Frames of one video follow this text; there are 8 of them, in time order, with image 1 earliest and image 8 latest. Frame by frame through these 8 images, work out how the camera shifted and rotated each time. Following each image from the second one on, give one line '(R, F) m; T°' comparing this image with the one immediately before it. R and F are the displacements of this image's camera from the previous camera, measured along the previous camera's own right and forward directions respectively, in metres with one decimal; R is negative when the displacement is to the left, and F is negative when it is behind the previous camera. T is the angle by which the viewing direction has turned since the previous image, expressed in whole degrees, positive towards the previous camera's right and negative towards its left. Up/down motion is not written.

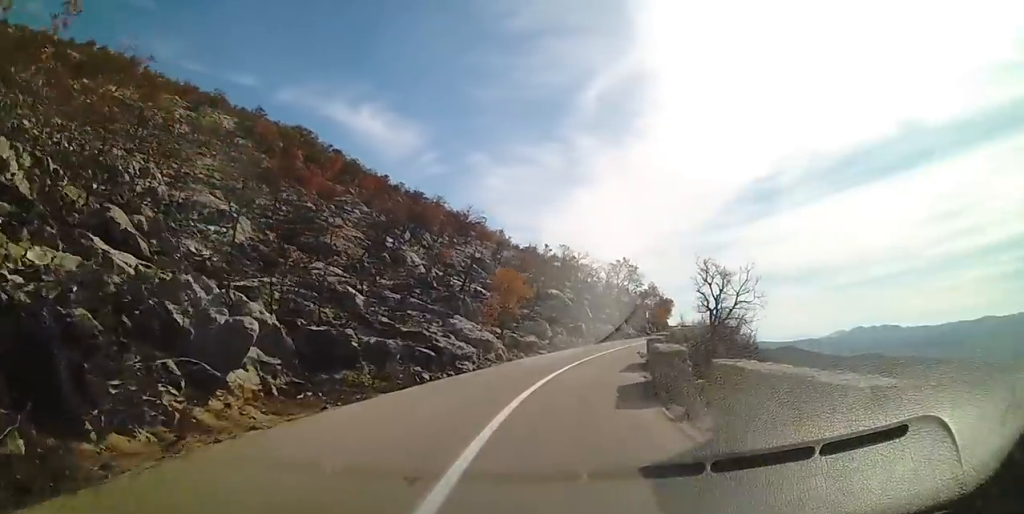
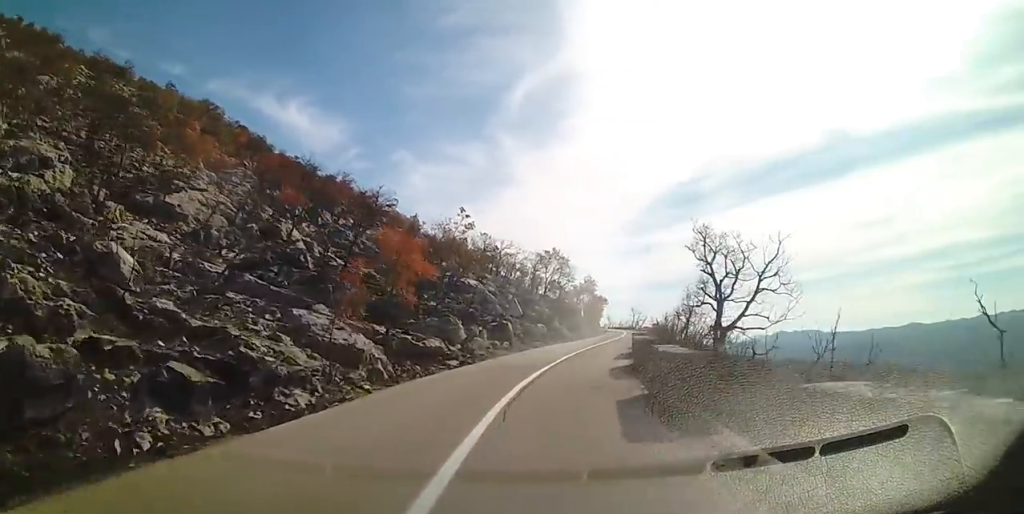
(+0.6, +10.0) m; +6°
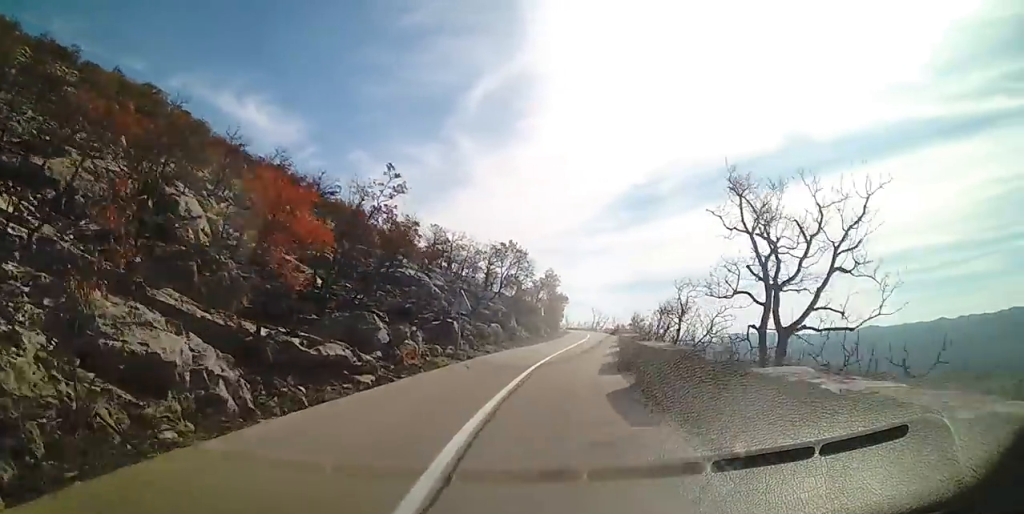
(+0.2, +6.4) m; +4°
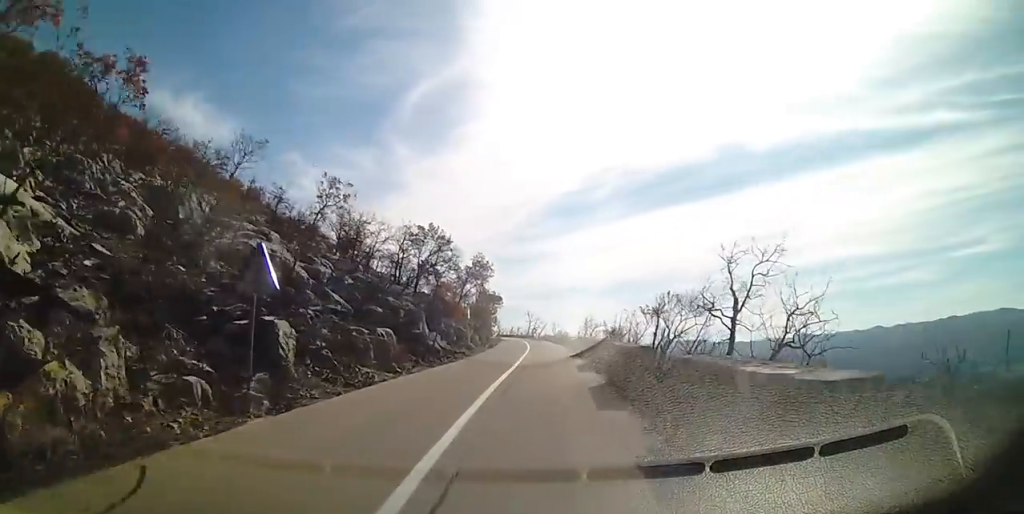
(+0.7, +13.0) m; +4°
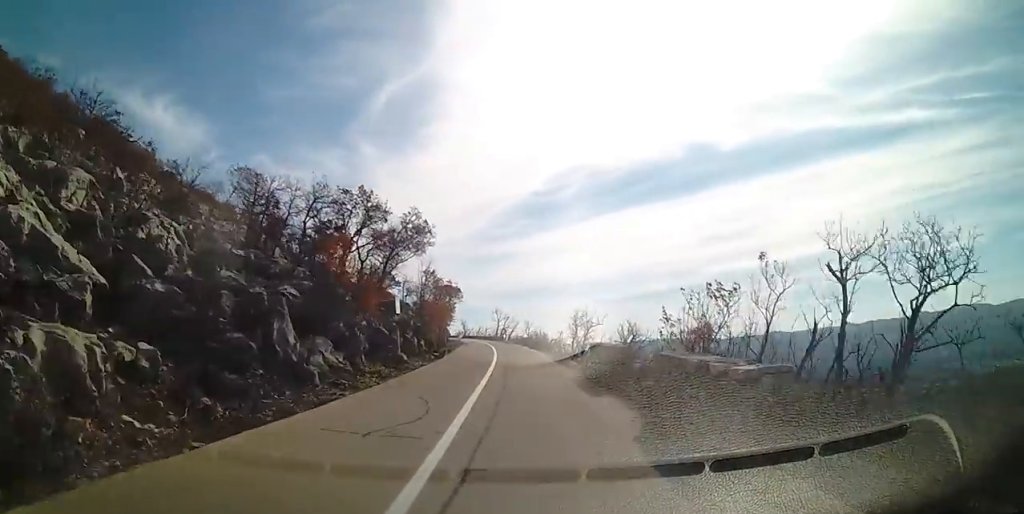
(+0.3, +13.6) m; +2°
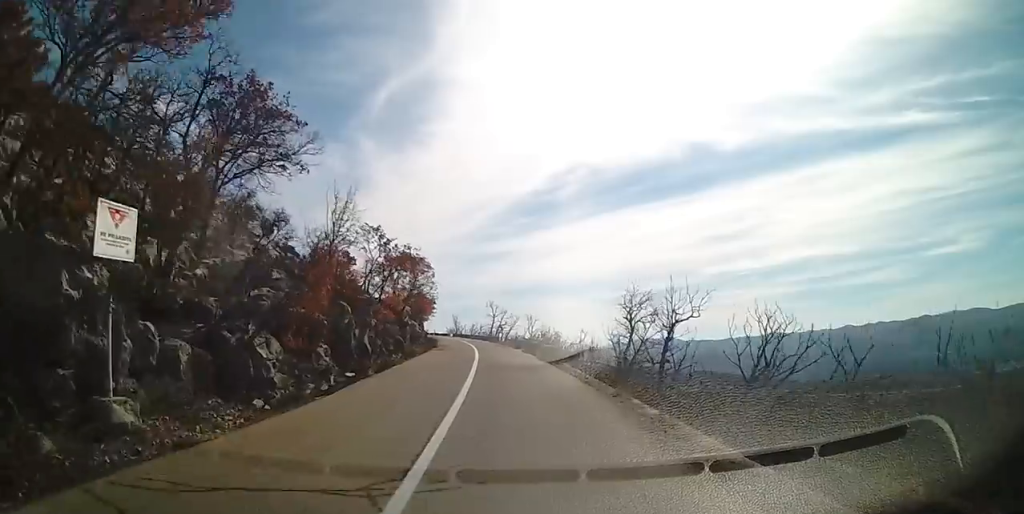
(+0.3, +16.8) m; +1°
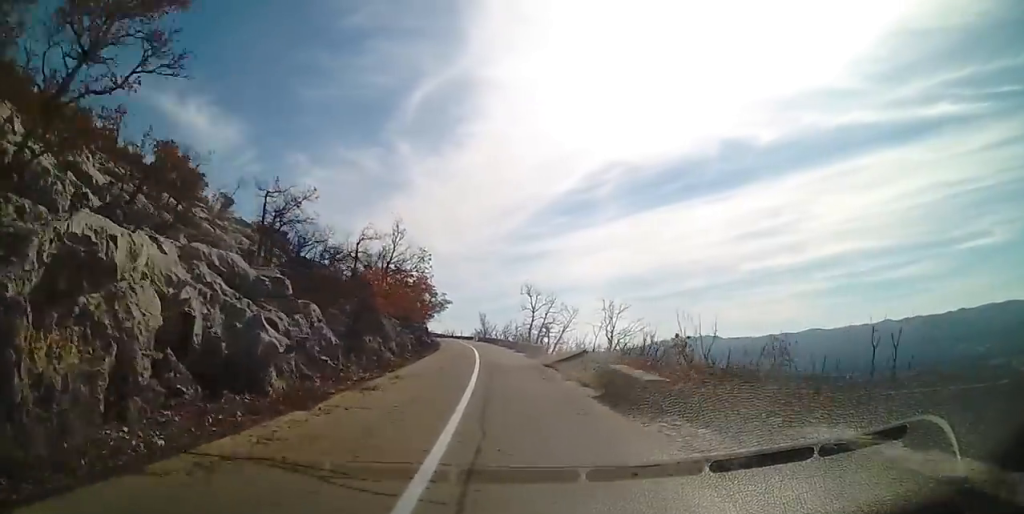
(-0.3, +26.8) m; -3°
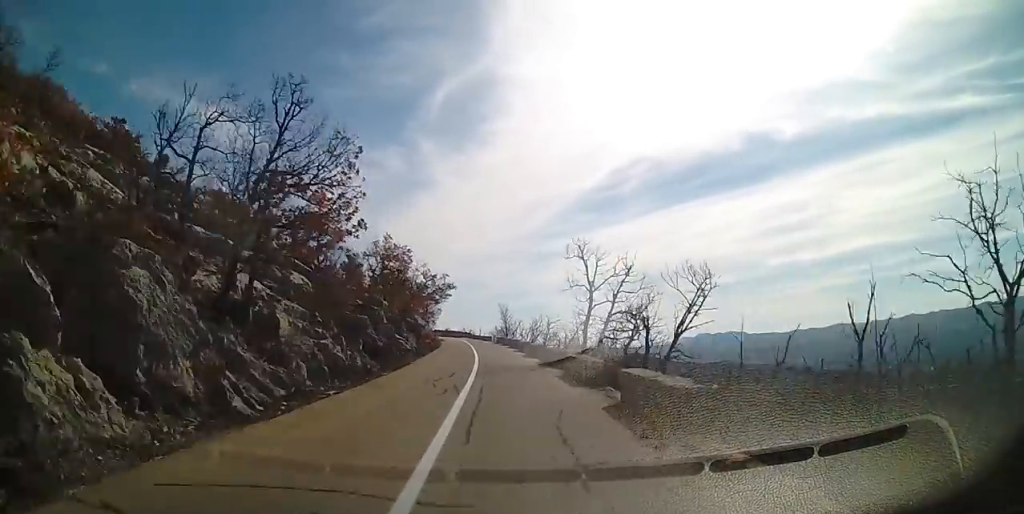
(-0.4, +19.9) m; -3°
